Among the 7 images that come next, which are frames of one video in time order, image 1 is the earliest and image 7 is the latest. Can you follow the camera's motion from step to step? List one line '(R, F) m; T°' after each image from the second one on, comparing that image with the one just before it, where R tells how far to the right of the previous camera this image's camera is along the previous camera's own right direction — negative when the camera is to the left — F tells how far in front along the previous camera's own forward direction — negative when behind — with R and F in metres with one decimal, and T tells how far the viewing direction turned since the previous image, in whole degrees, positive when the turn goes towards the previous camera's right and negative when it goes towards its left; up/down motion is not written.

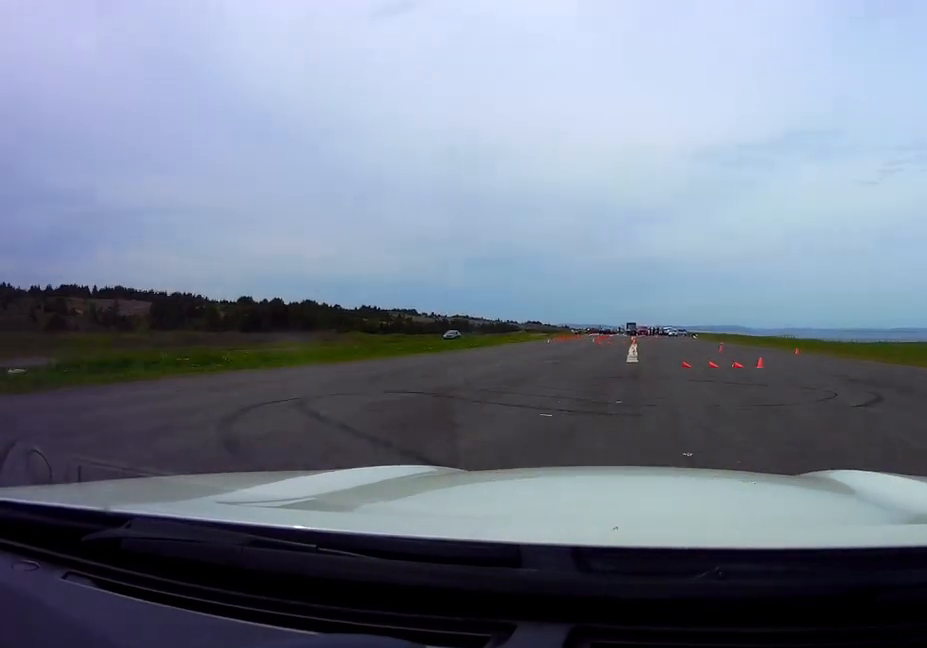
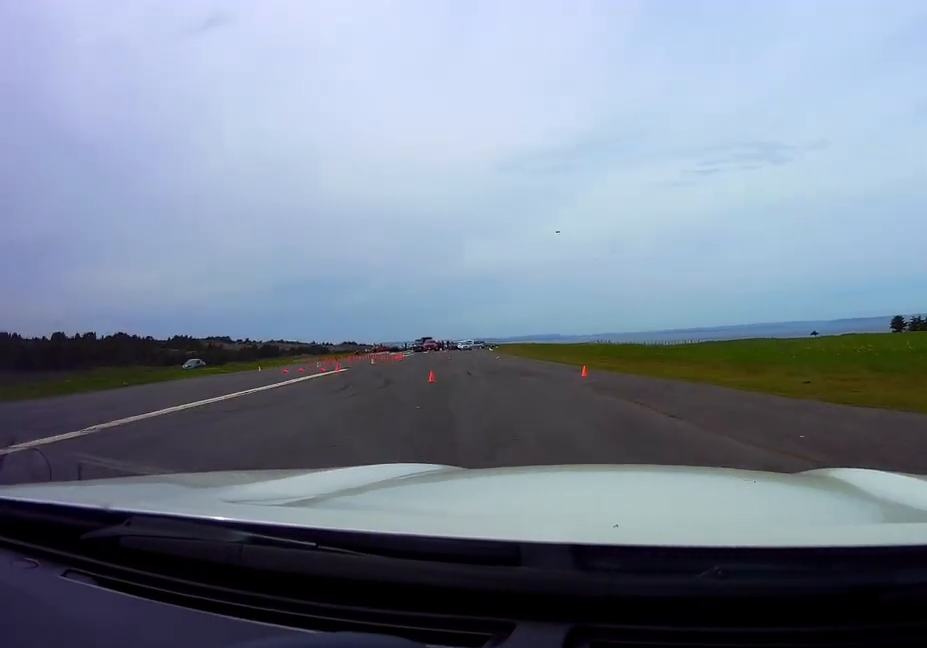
(+0.1, +22.3) m; +2°
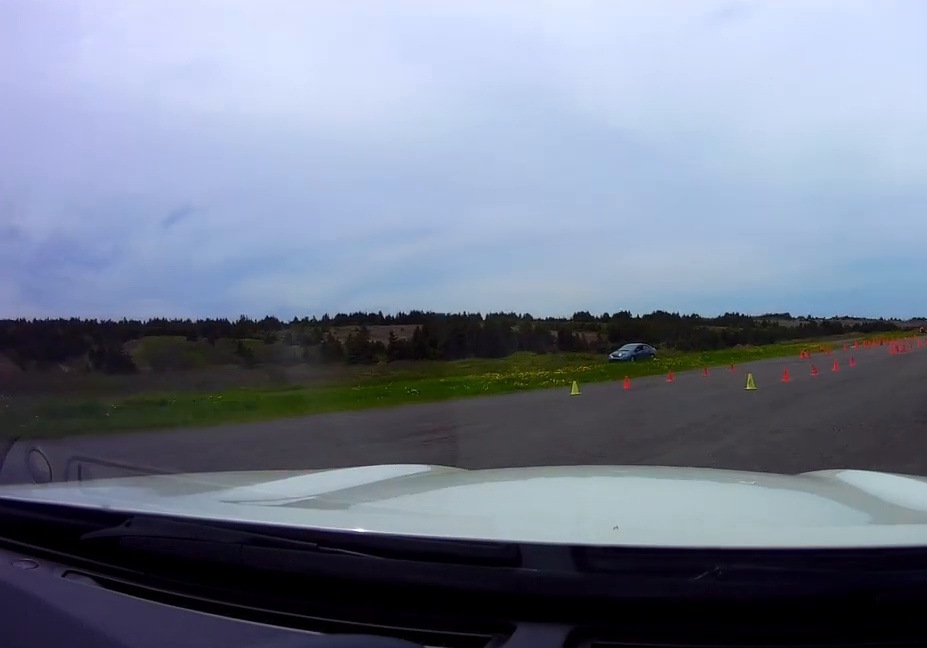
(-1.0, +36.2) m; -7°
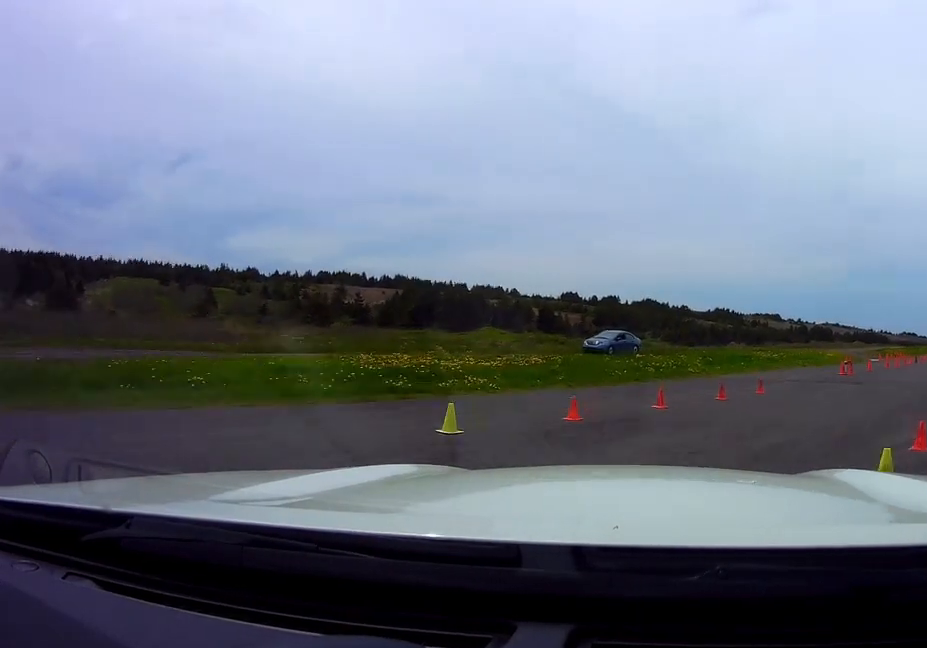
(-0.3, +9.9) m; -3°
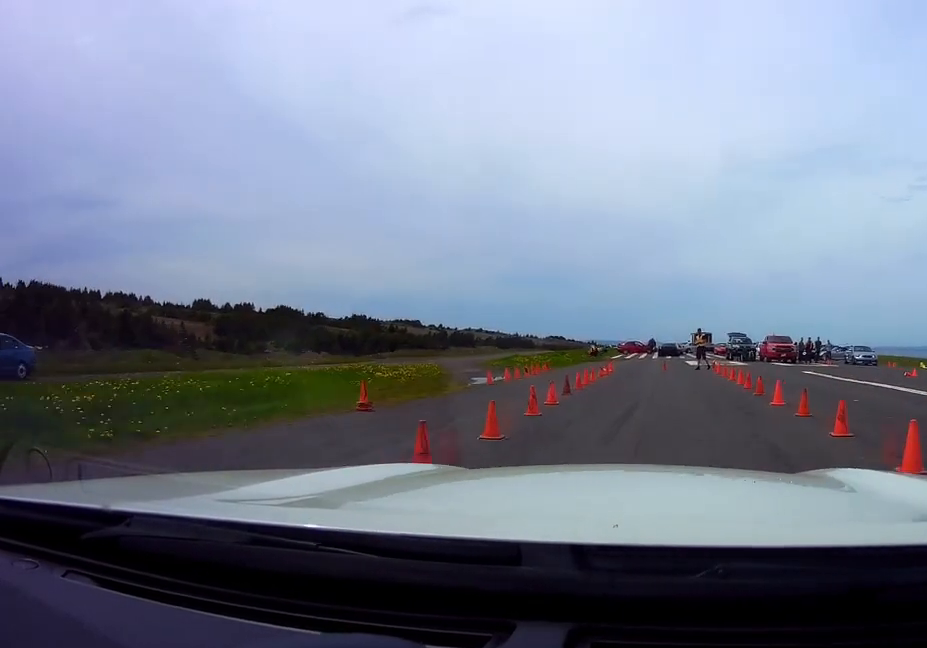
(-1.5, +24.2) m; -3°
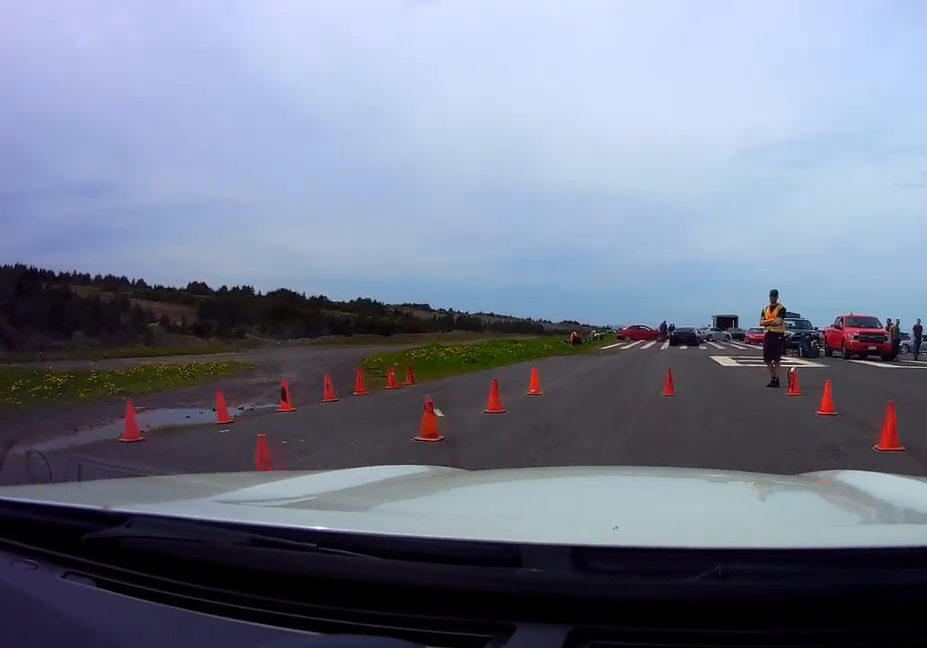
(+0.1, +24.0) m; -5°
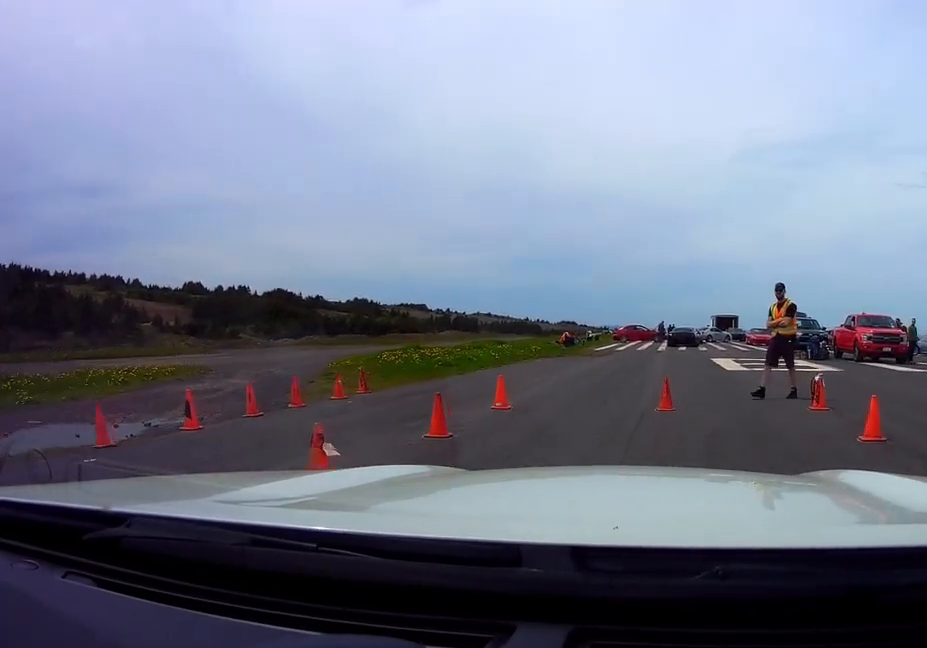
(-0.6, +6.2) m; -3°
